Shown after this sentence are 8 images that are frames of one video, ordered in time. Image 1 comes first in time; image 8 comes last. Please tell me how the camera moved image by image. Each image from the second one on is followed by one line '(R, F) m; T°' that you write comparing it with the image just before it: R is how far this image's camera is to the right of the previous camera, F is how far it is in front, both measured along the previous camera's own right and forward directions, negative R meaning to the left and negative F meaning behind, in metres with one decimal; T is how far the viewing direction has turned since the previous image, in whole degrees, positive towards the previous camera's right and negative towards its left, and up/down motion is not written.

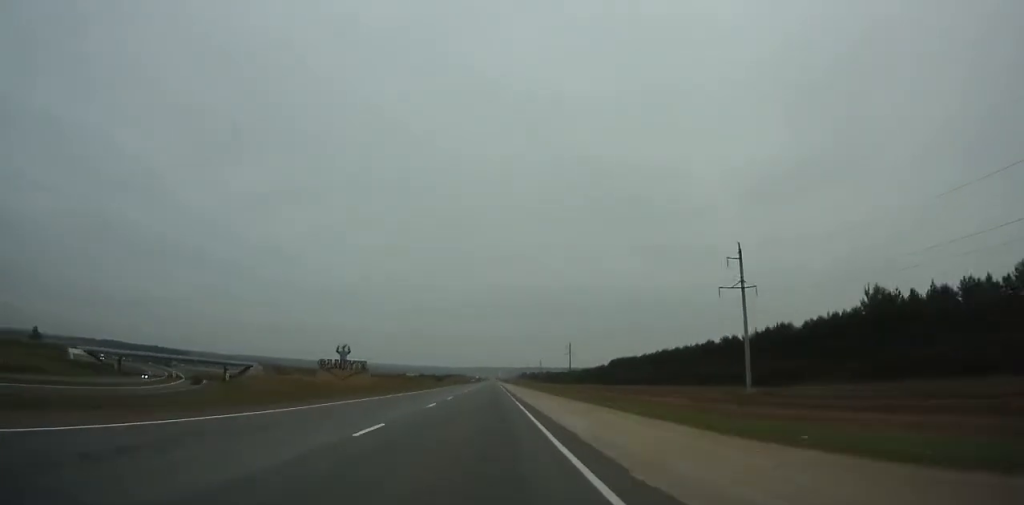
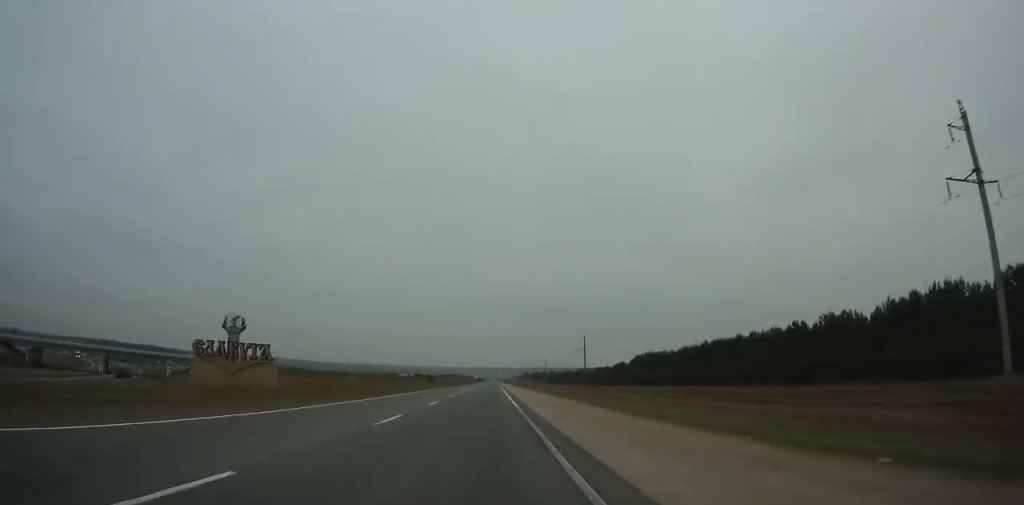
(0.0, +45.7) m; 0°
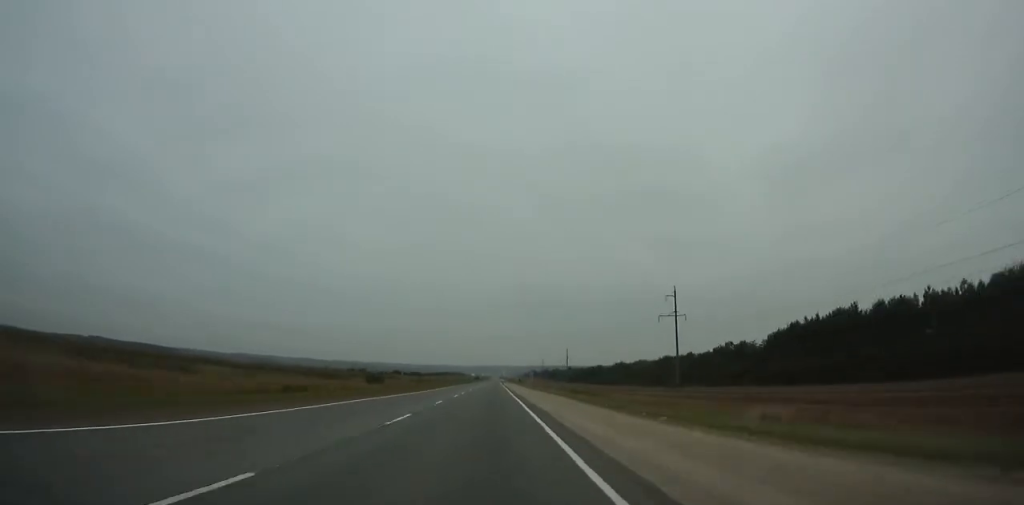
(-0.5, +120.0) m; 0°
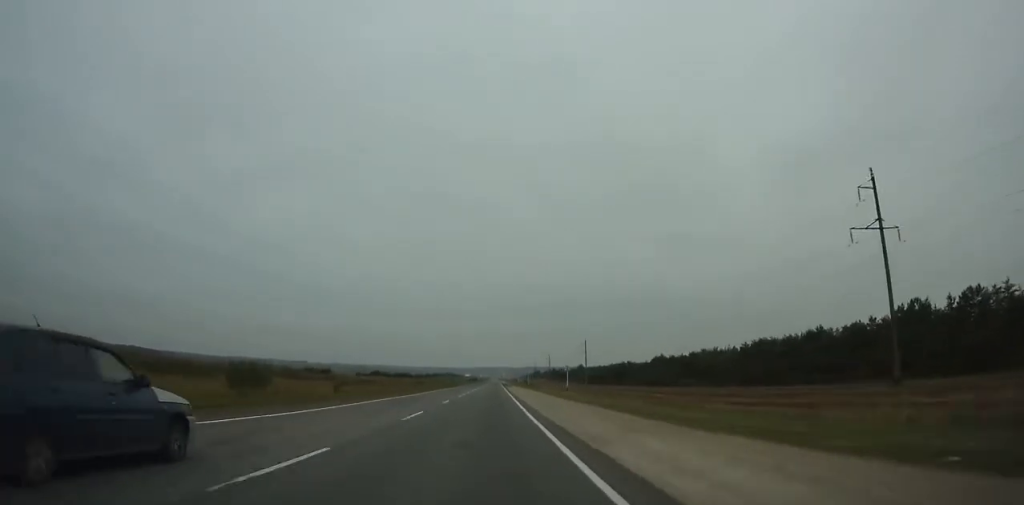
(-0.1, +70.2) m; 0°
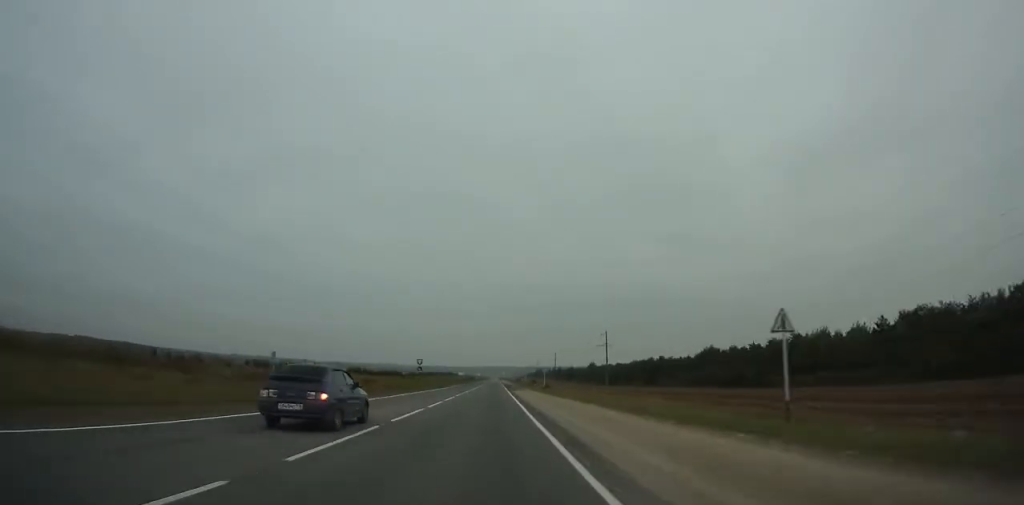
(+0.1, +48.5) m; 0°
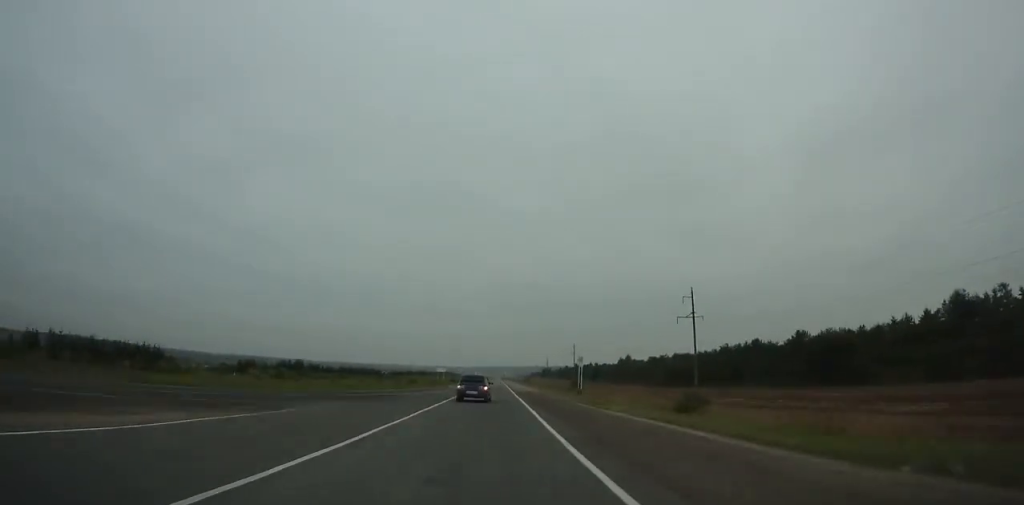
(-0.2, +93.1) m; 0°
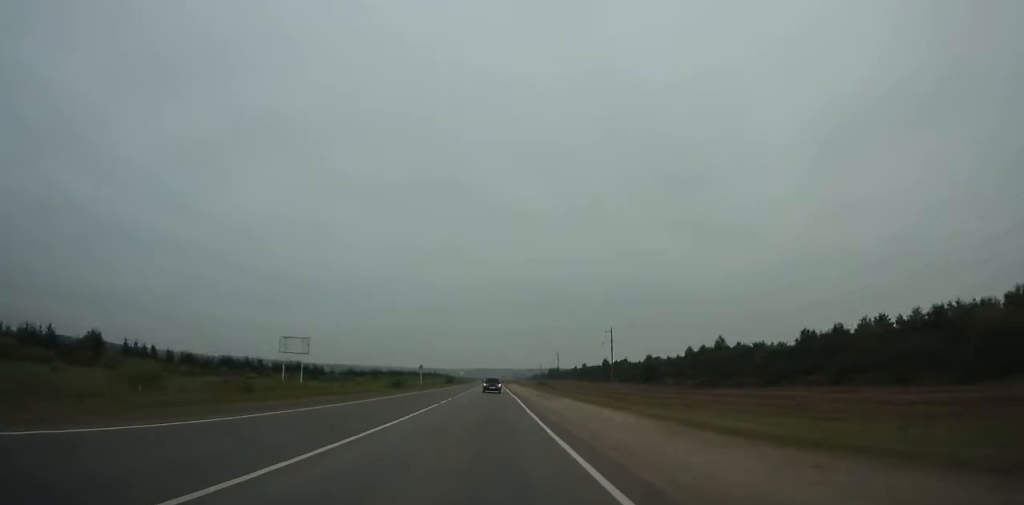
(+0.4, +113.6) m; 0°
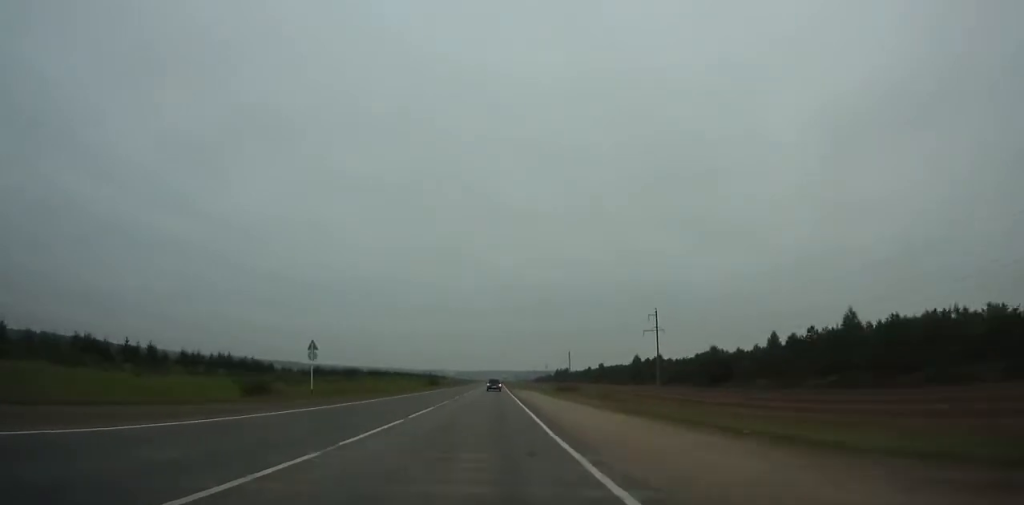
(0.0, +58.8) m; 0°
